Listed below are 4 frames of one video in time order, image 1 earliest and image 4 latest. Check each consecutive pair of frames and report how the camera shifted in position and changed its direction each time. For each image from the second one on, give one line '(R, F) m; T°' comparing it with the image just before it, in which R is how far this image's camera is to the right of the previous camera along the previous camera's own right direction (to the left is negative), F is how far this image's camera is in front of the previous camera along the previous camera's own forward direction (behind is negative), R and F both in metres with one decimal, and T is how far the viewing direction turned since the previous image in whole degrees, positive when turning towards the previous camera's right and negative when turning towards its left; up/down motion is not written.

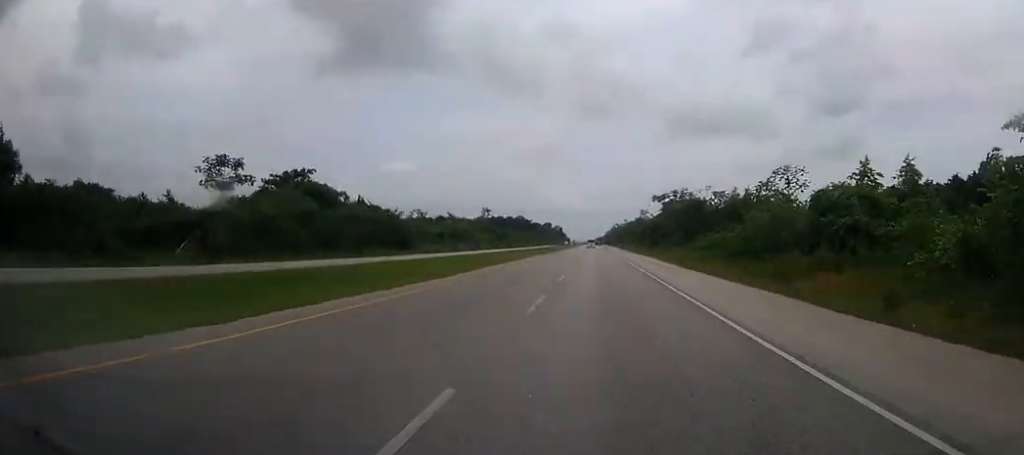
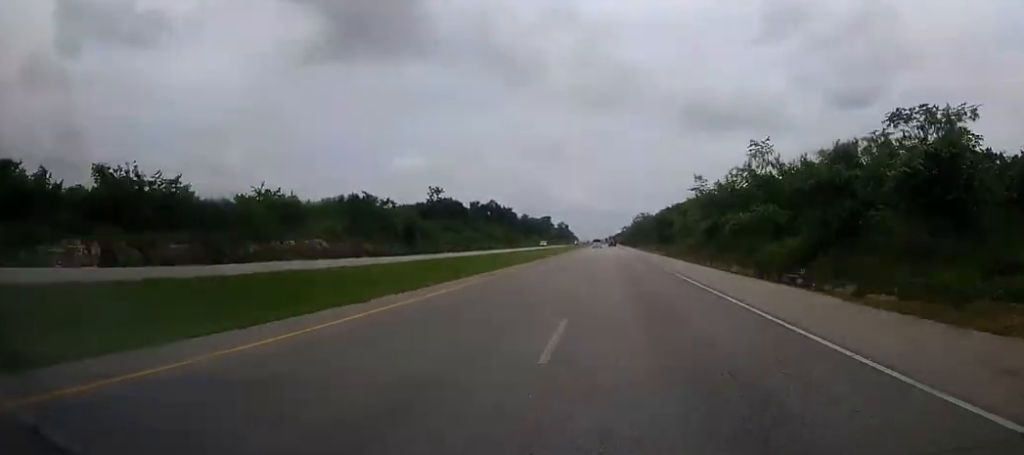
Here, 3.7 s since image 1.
(-0.3, +117.5) m; 0°
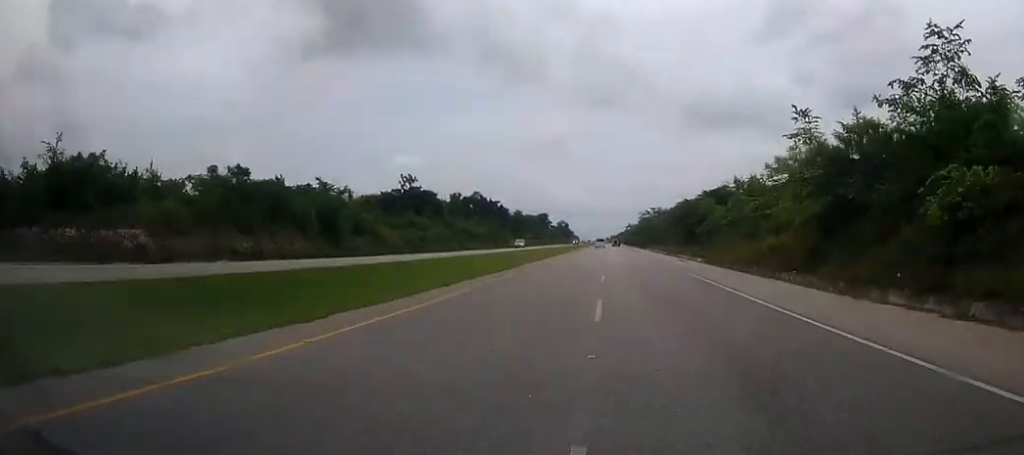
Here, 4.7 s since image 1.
(-0.1, +31.8) m; 0°
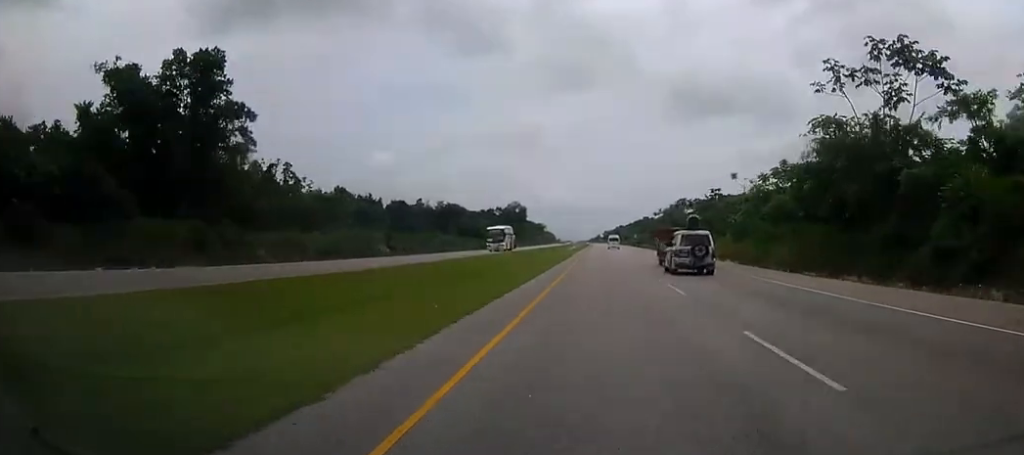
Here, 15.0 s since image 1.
(+1.4, +320.5) m; +1°
